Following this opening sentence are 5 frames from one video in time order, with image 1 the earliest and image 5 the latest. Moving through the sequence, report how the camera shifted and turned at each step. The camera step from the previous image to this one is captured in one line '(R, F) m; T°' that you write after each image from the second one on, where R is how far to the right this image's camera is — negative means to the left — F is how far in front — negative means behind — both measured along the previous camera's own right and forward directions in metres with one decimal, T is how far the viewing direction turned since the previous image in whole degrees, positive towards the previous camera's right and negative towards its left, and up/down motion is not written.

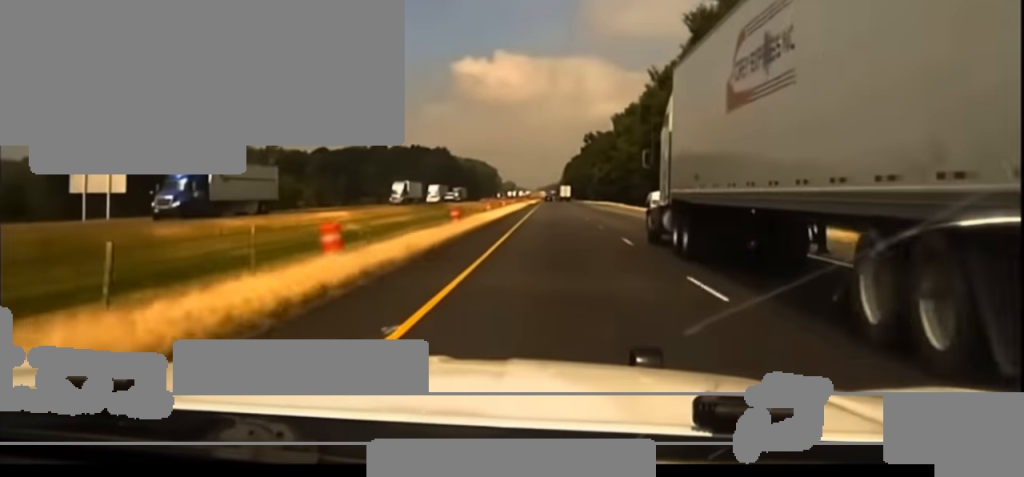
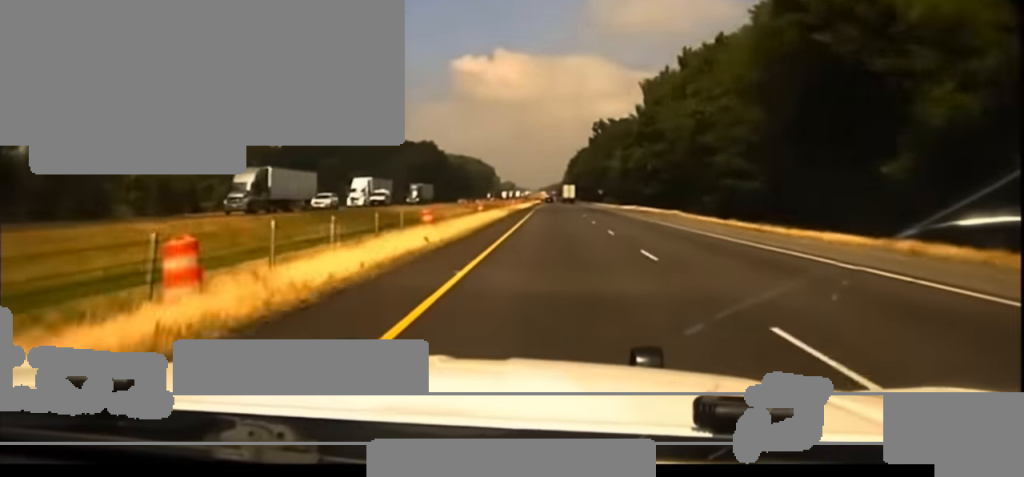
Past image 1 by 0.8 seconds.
(-0.4, +53.5) m; 0°
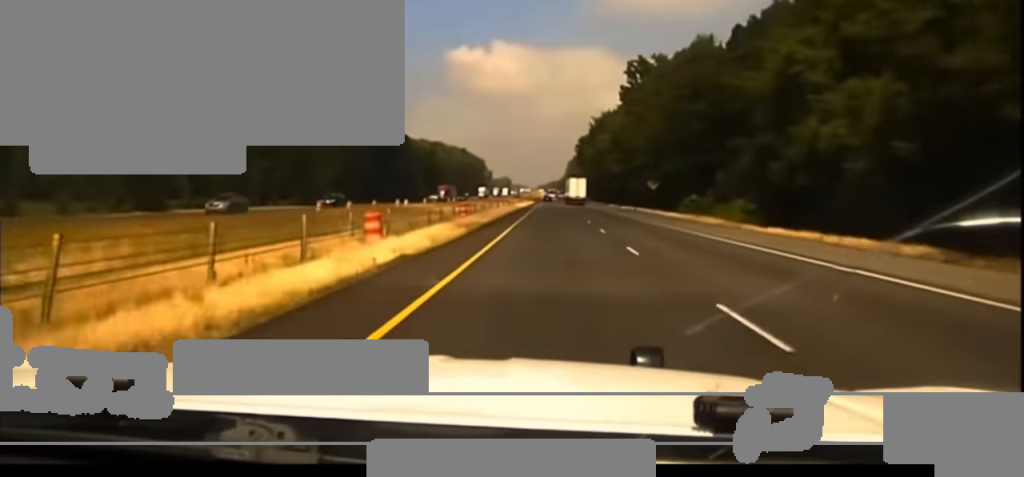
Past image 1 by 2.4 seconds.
(+0.8, +106.8) m; 0°
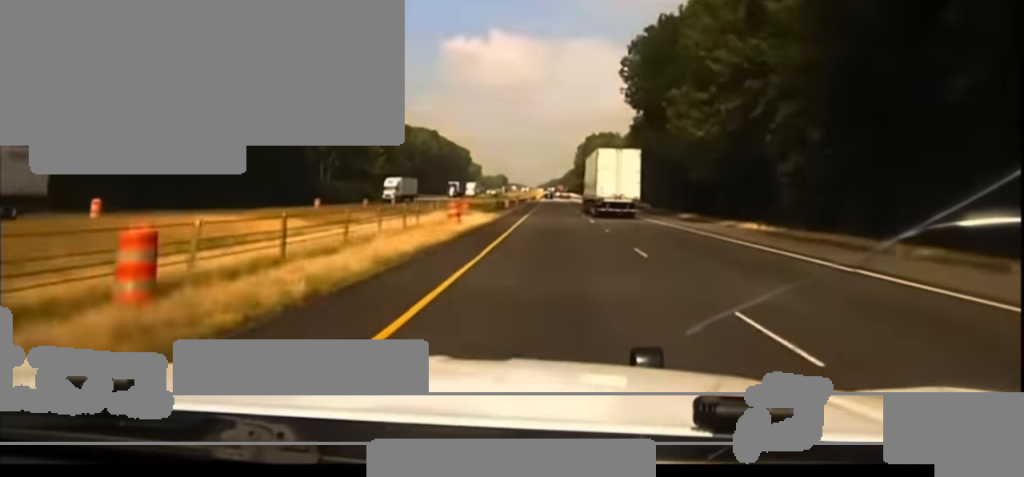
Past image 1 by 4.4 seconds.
(-0.1, +133.3) m; 0°
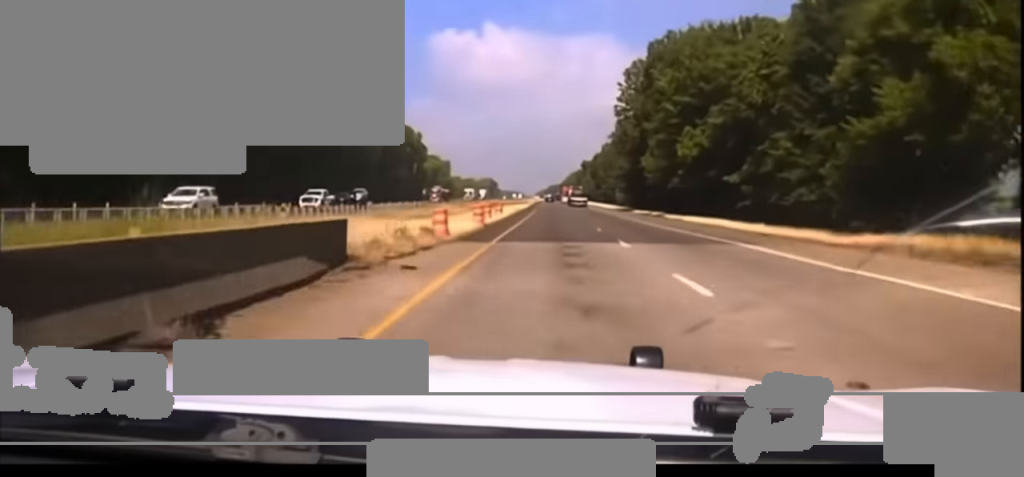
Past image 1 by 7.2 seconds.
(-0.3, +189.5) m; 0°
